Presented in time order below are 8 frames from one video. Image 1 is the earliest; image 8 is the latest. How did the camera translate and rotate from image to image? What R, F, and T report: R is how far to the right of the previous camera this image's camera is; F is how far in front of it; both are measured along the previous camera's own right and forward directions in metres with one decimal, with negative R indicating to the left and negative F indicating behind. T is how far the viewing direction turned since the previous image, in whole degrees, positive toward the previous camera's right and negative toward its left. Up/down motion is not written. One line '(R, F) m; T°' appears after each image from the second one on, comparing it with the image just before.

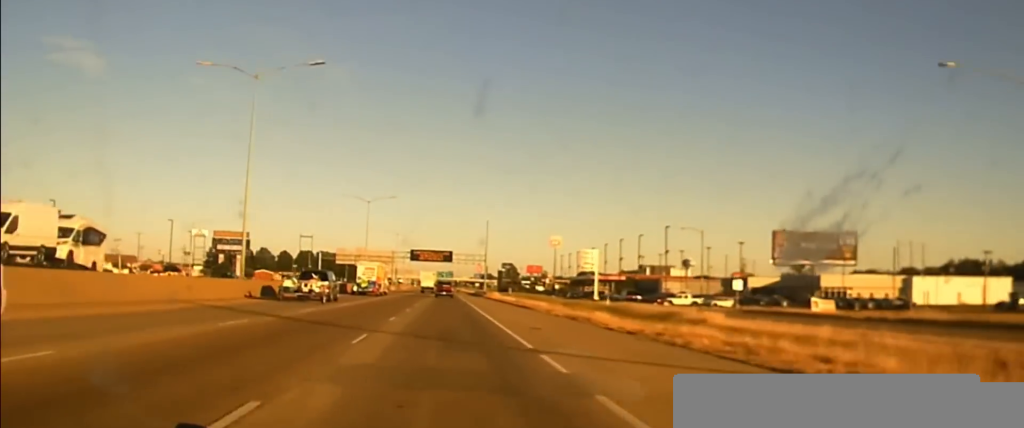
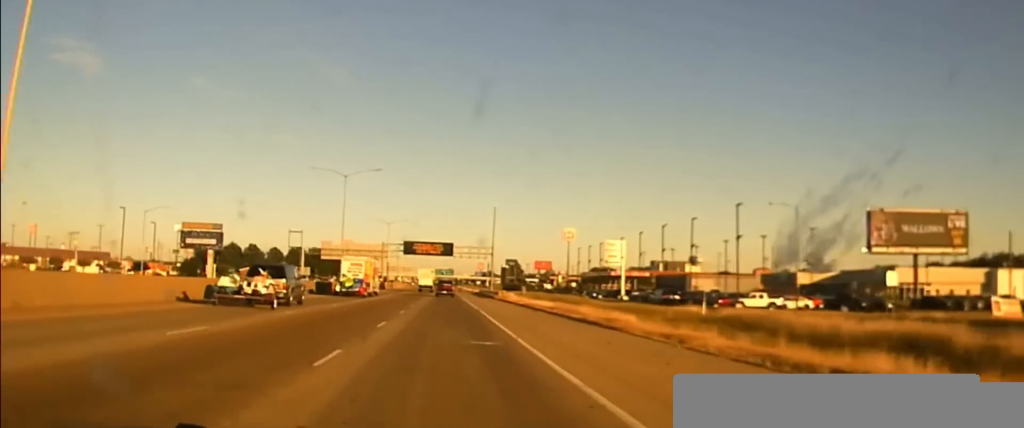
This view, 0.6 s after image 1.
(-0.1, +23.7) m; 0°
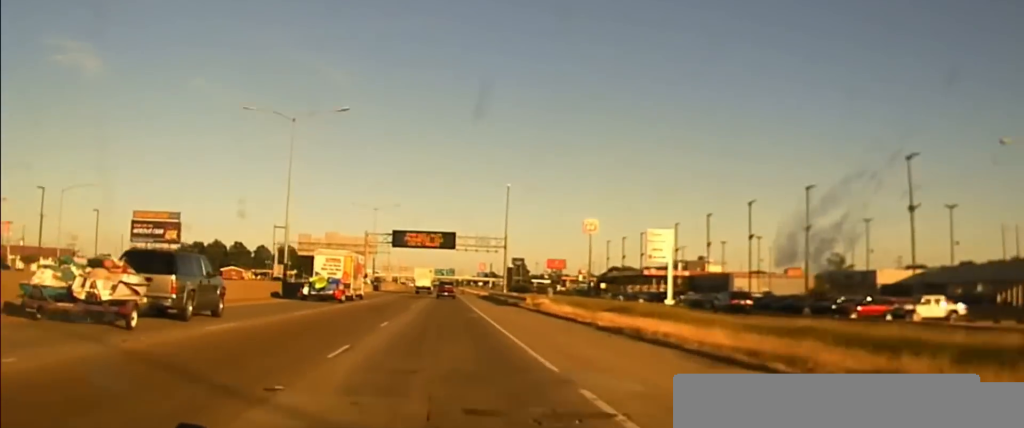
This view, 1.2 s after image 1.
(-0.1, +28.8) m; 0°
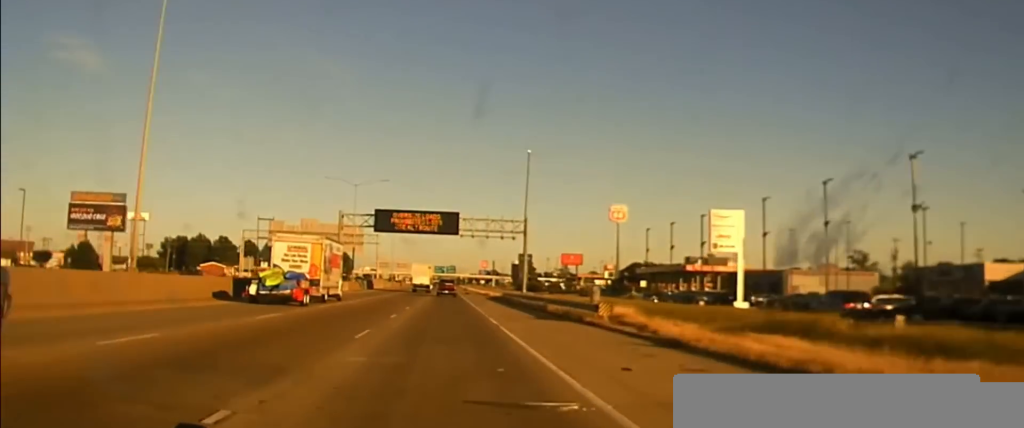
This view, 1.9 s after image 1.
(0.0, +33.3) m; 0°
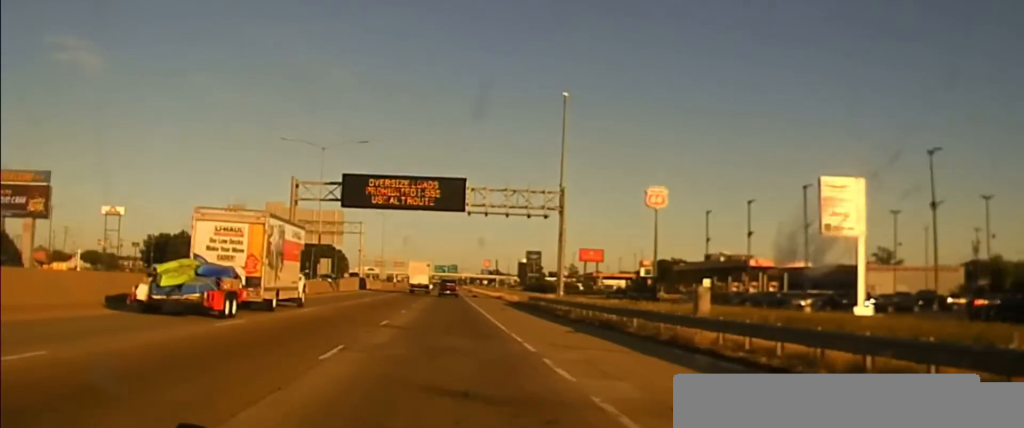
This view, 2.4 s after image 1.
(0.0, +33.2) m; 0°
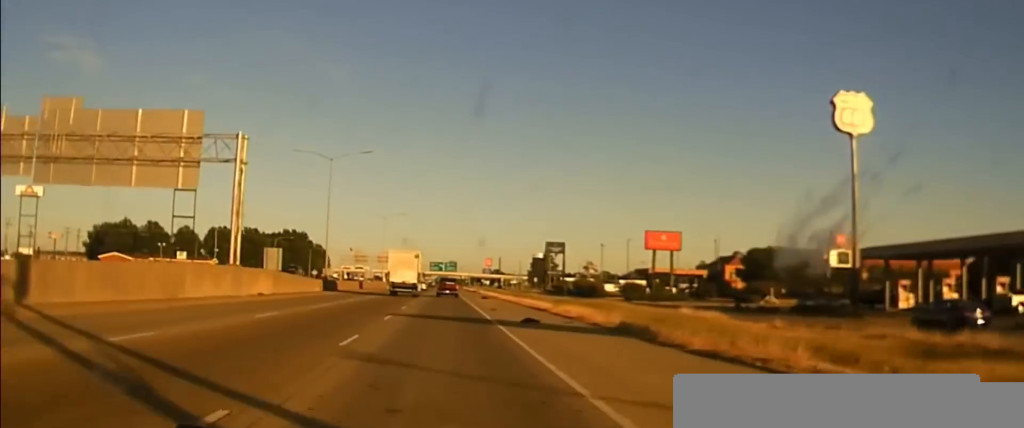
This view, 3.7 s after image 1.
(+0.4, +80.7) m; 0°
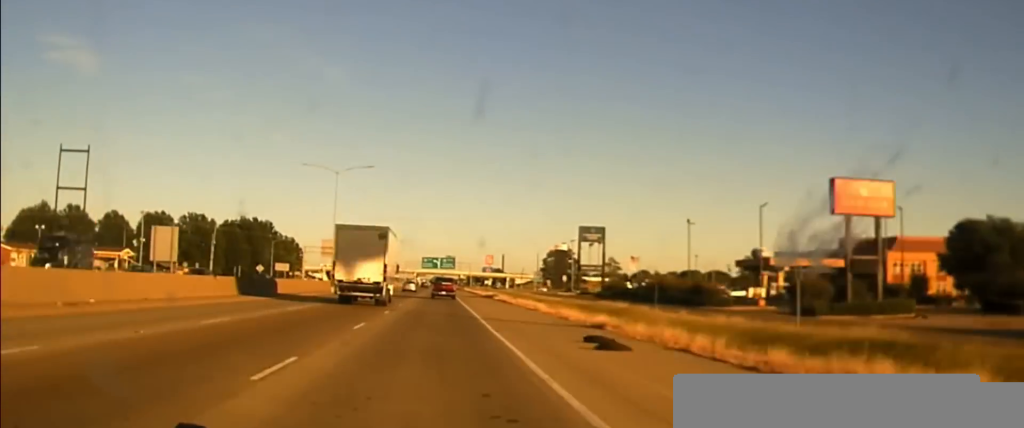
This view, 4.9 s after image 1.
(-0.4, +74.8) m; 0°
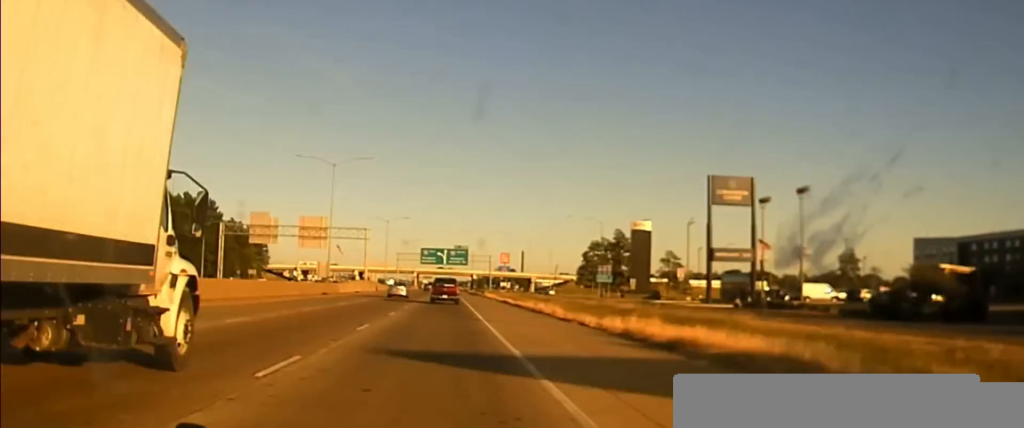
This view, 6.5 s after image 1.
(+0.3, +82.6) m; 0°
